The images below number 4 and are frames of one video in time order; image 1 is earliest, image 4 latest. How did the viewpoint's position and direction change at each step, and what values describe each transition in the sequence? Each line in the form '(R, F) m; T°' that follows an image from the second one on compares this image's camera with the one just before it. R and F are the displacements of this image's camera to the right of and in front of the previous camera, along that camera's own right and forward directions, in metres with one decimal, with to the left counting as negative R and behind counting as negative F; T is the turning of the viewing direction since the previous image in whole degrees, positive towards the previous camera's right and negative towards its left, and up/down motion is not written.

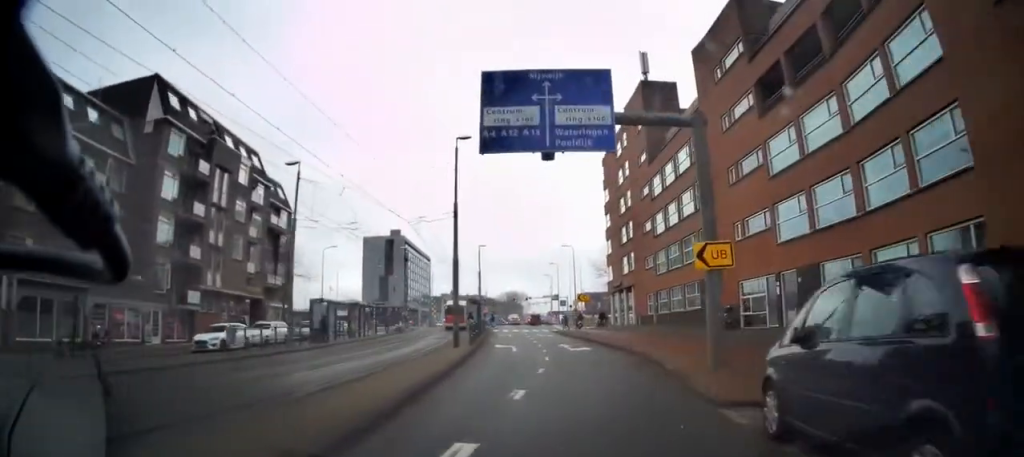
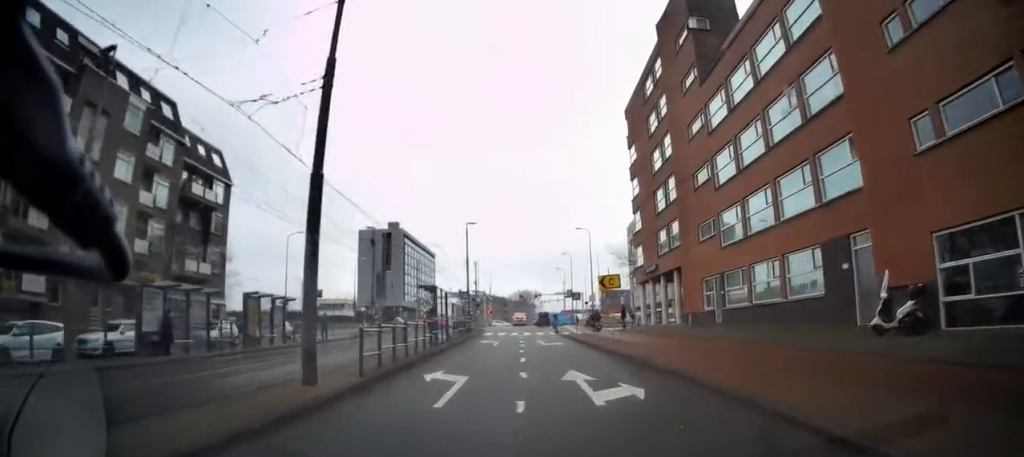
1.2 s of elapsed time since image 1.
(-0.3, +11.7) m; -3°
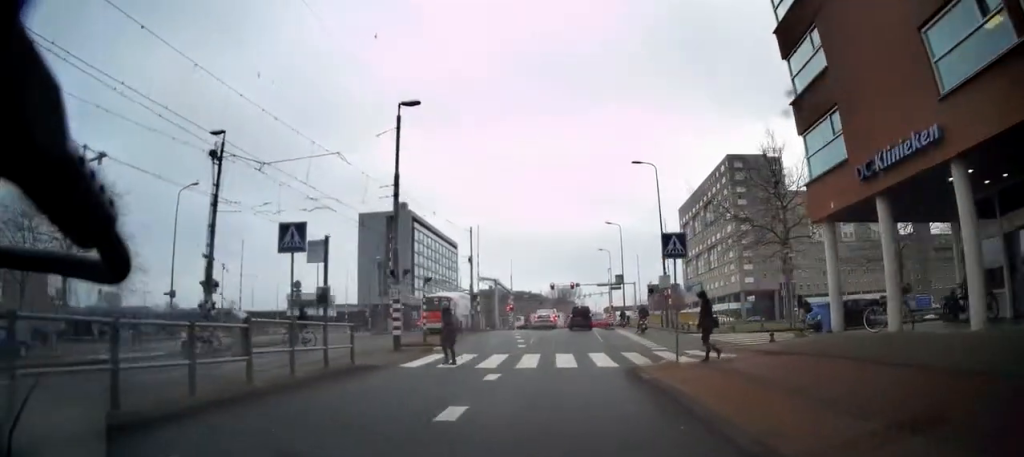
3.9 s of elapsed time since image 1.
(-0.8, +23.9) m; -5°
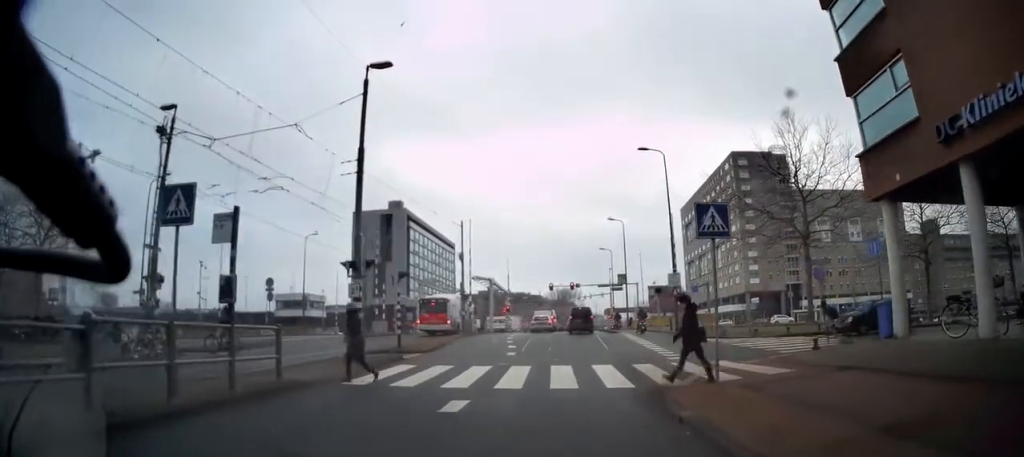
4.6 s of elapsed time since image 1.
(-0.2, +4.6) m; 0°
